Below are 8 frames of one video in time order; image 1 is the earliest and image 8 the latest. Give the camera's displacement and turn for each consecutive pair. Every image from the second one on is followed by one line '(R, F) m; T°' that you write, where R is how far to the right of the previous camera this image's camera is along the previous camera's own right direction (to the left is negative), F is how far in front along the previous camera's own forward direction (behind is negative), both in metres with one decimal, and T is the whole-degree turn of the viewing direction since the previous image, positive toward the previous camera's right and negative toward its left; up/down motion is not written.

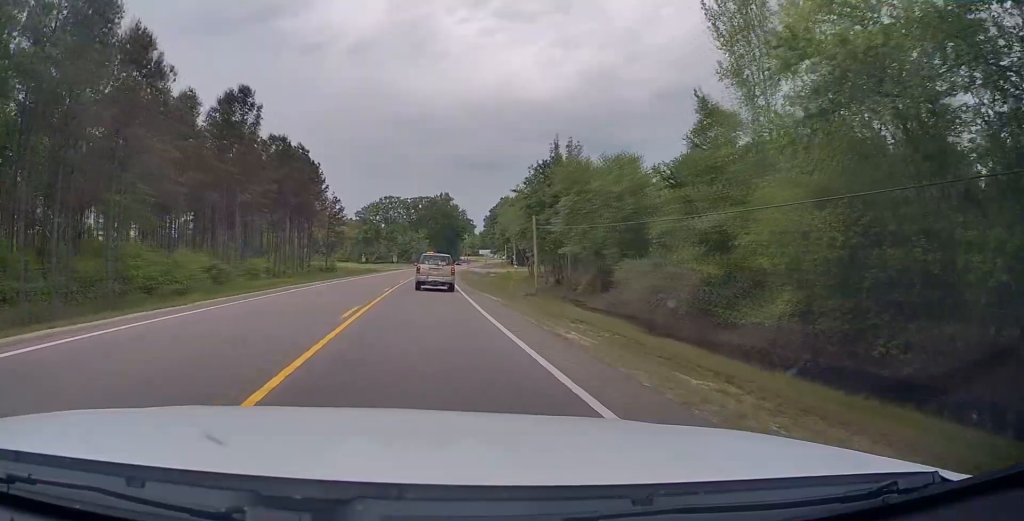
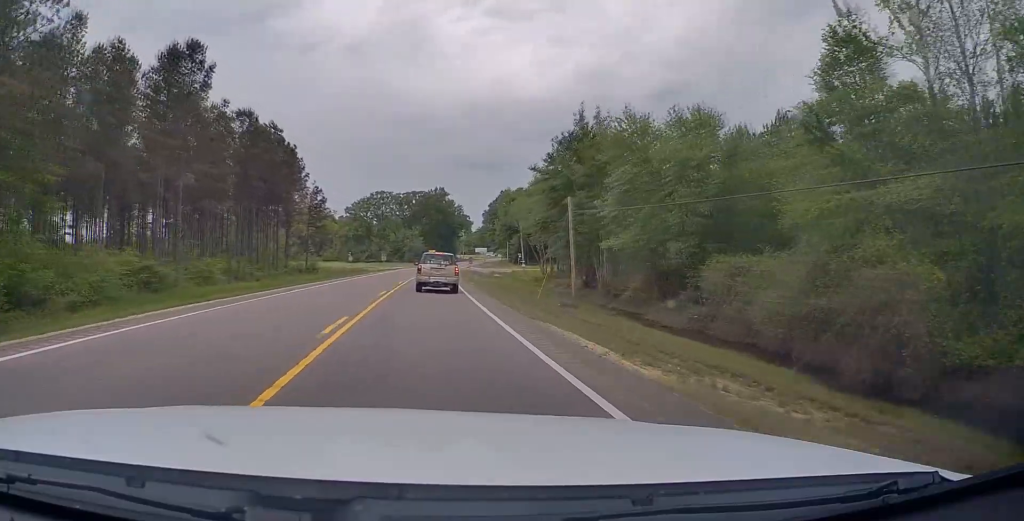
(-0.2, +16.2) m; 0°
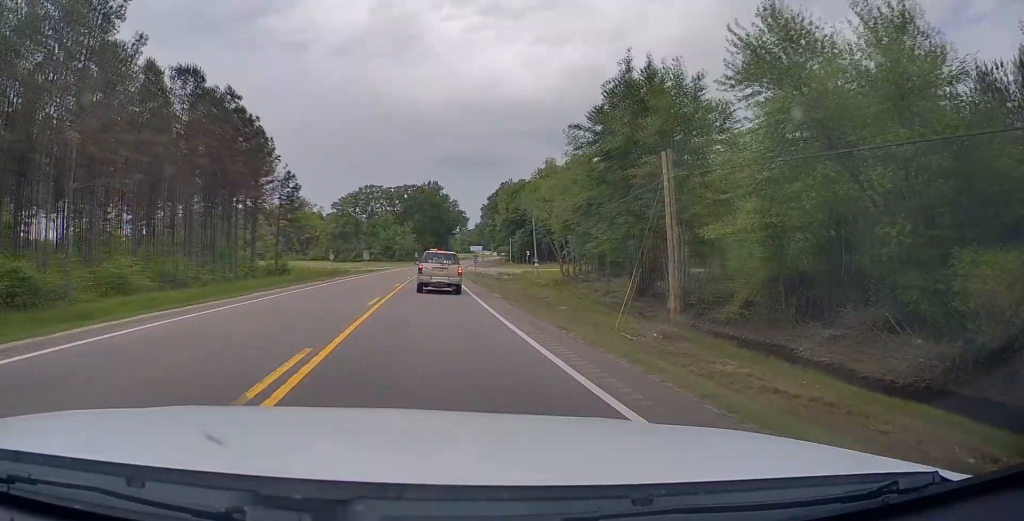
(+0.4, +18.7) m; +1°
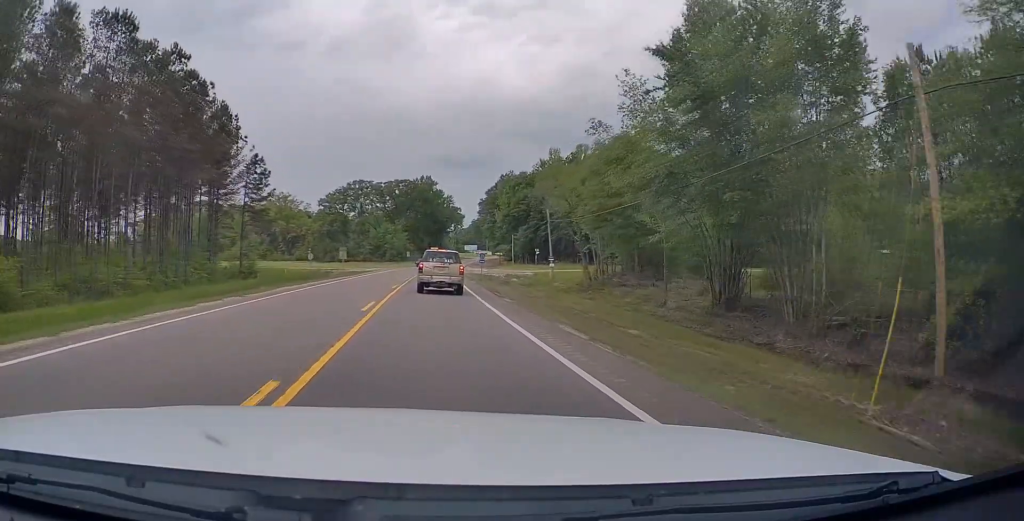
(+0.1, +15.7) m; 0°
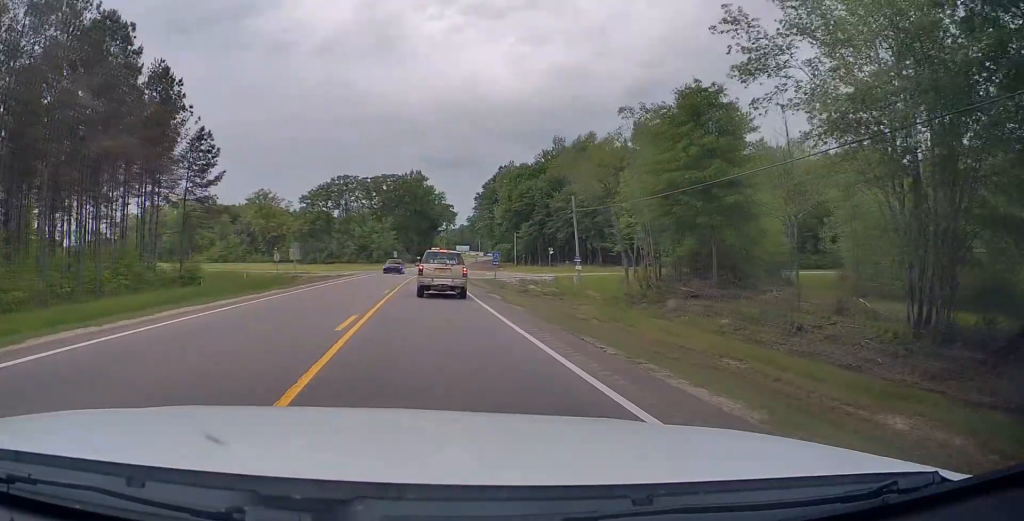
(-0.2, +17.6) m; +2°
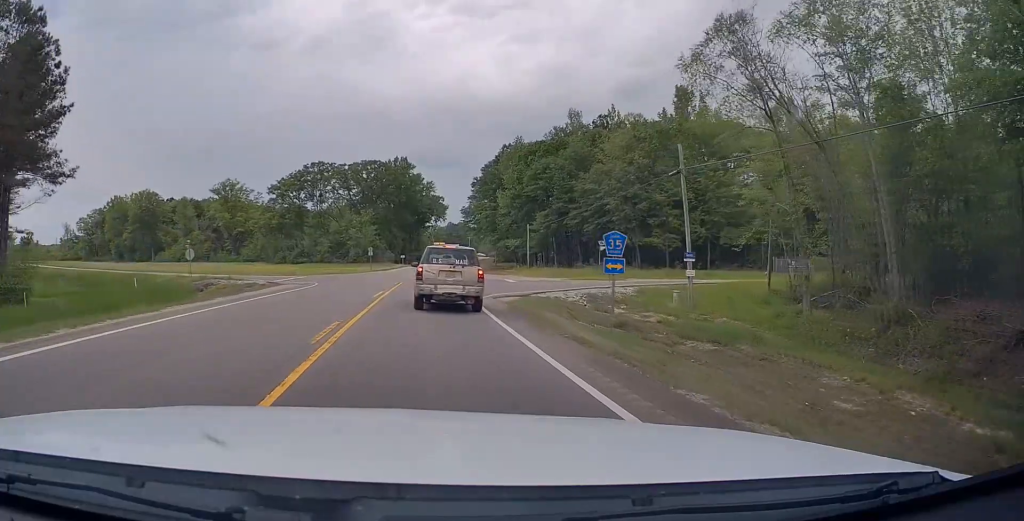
(+1.0, +28.0) m; +1°
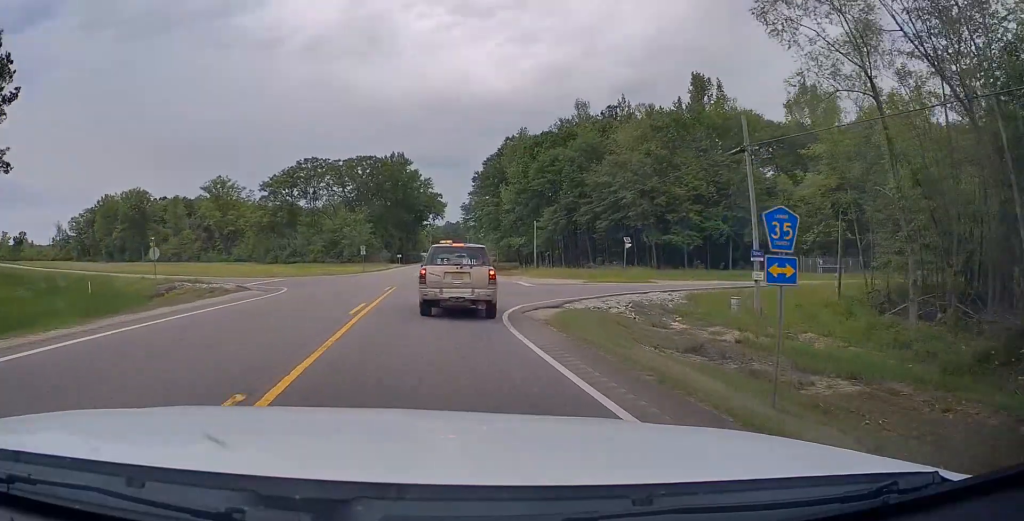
(0.0, +7.8) m; +1°
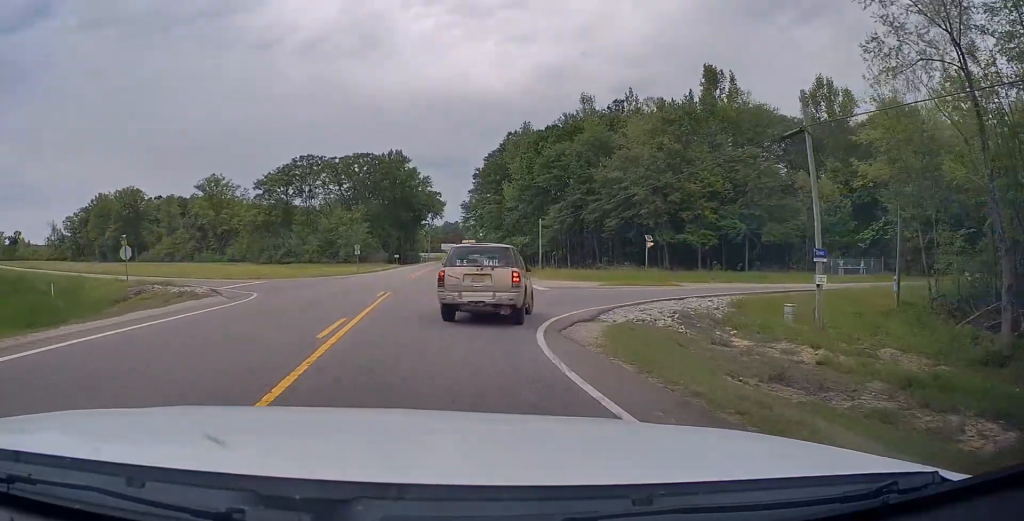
(0.0, +5.4) m; +1°
